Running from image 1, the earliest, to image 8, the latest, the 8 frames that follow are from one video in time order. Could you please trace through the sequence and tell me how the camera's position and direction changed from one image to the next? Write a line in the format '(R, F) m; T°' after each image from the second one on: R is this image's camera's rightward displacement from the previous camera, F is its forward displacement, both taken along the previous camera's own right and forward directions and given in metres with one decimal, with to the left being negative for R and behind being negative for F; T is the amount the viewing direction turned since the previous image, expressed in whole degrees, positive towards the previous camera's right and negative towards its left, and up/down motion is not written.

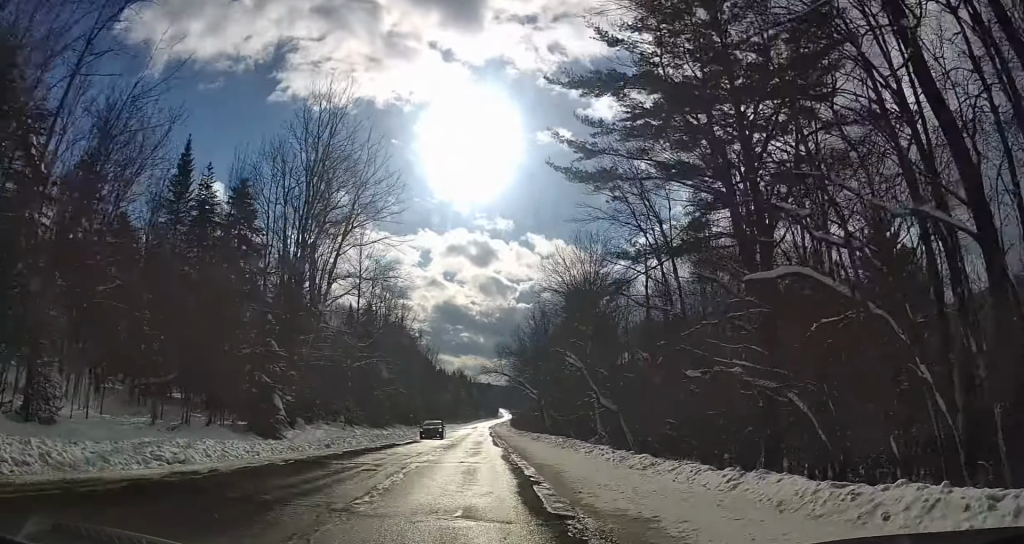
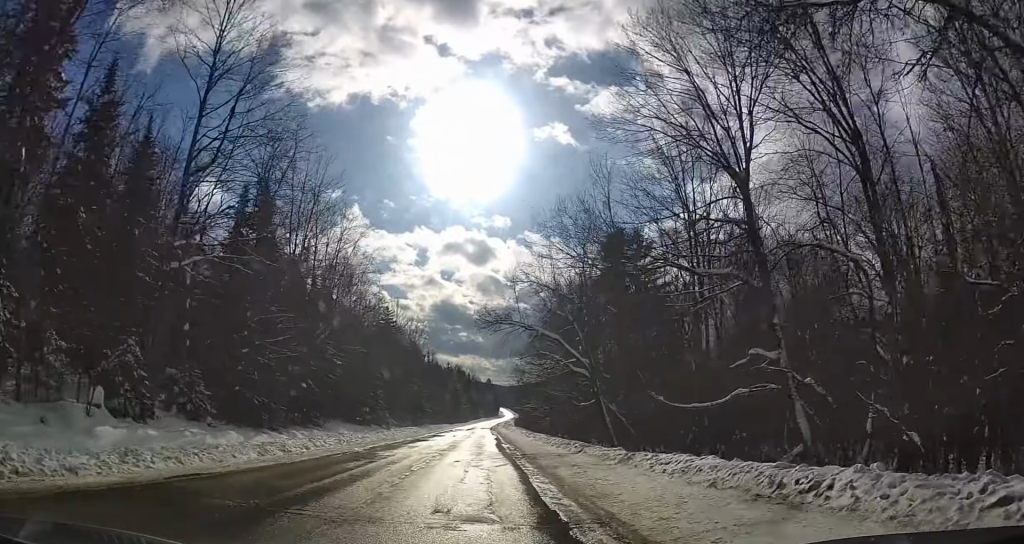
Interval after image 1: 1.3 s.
(0.0, +33.6) m; 0°
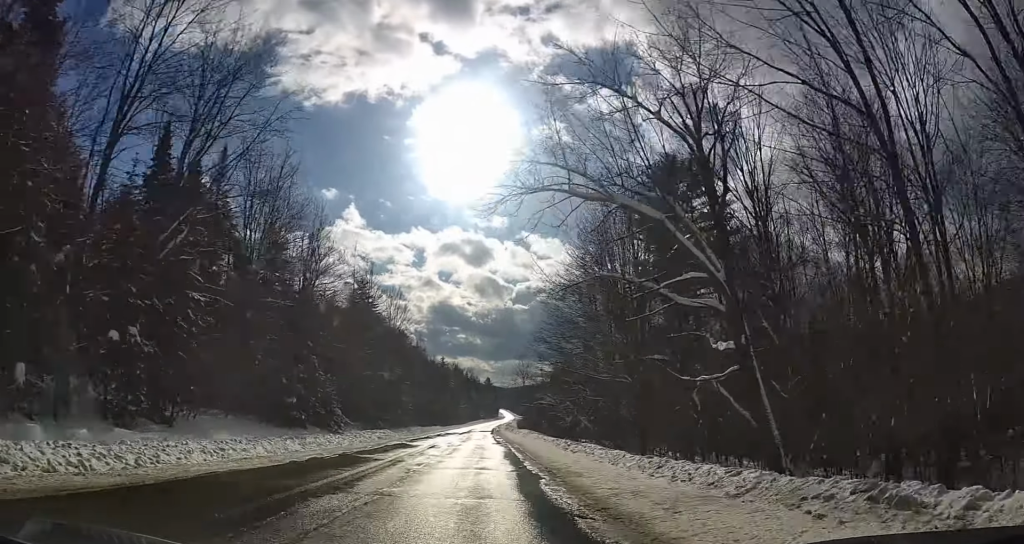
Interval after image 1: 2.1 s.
(0.0, +21.0) m; 0°
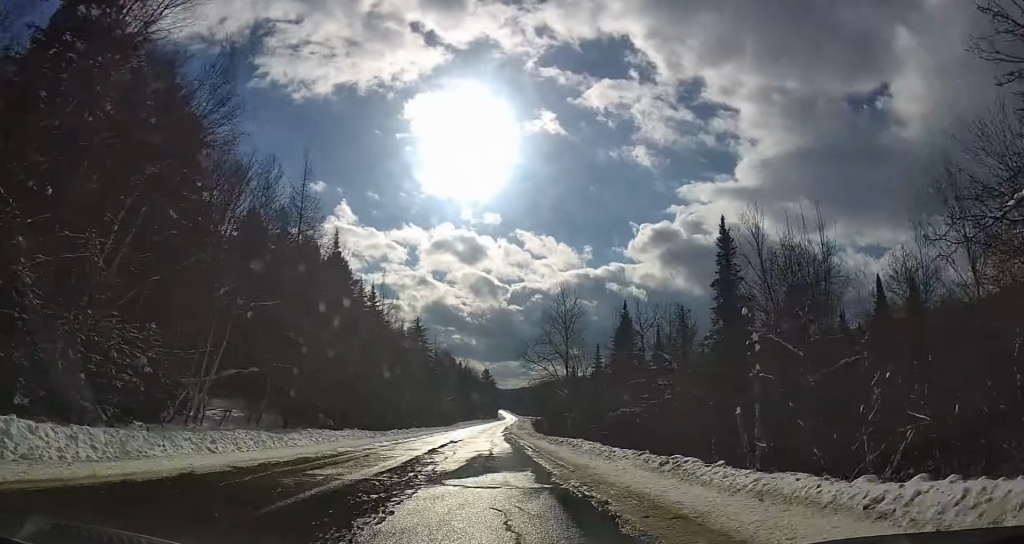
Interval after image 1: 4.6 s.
(+0.5, +65.9) m; +1°
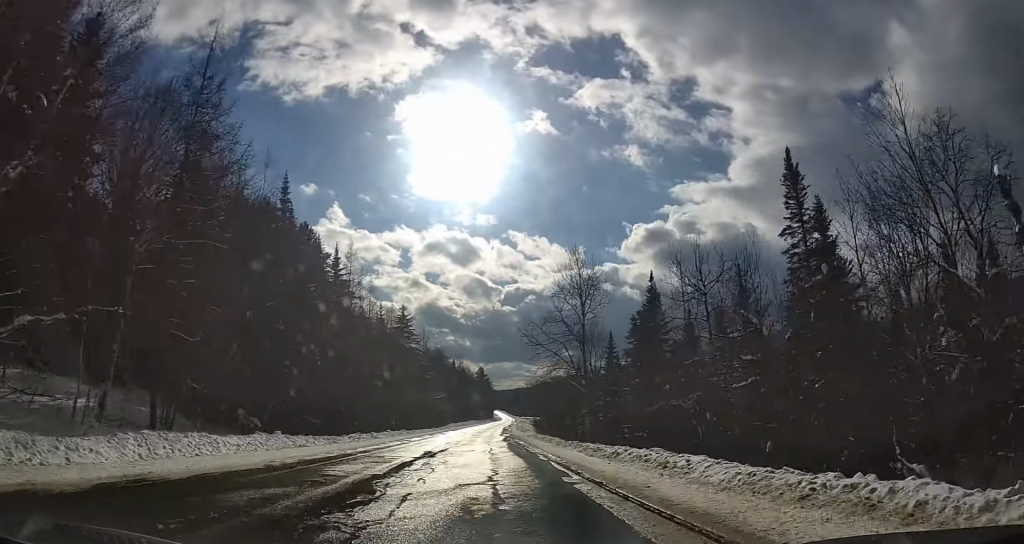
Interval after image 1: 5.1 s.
(0.0, +13.2) m; 0°
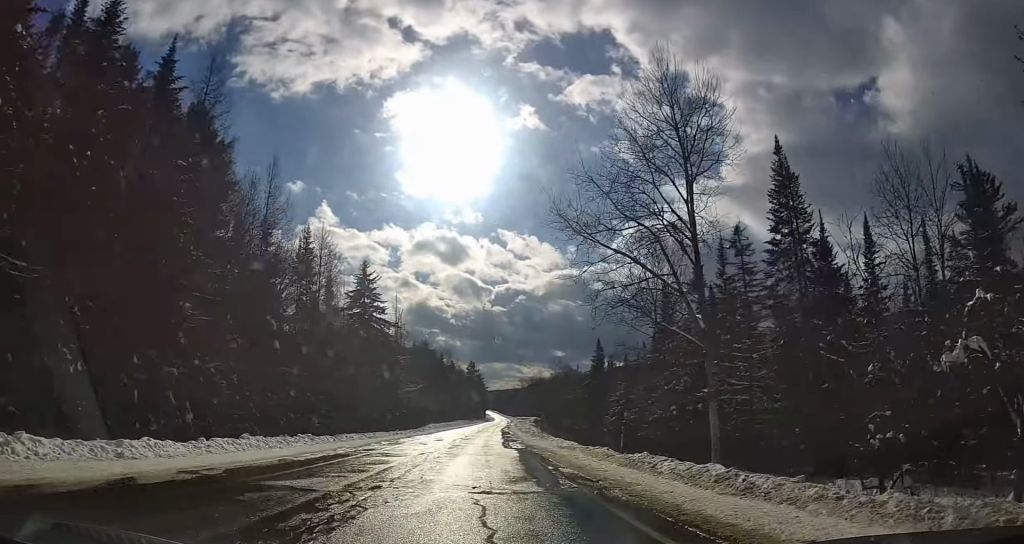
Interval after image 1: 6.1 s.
(0.0, +27.3) m; 0°
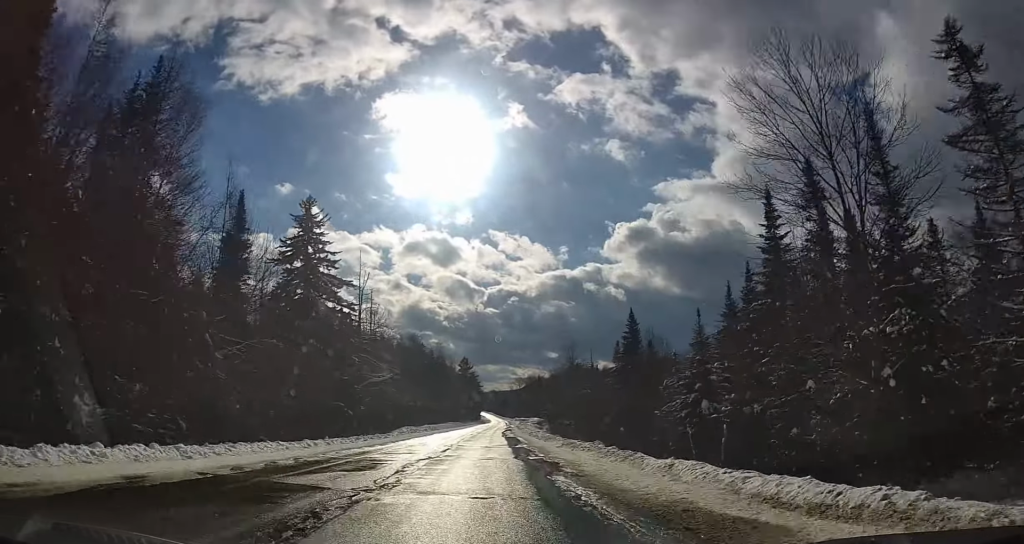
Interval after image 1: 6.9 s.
(0.0, +22.1) m; 0°
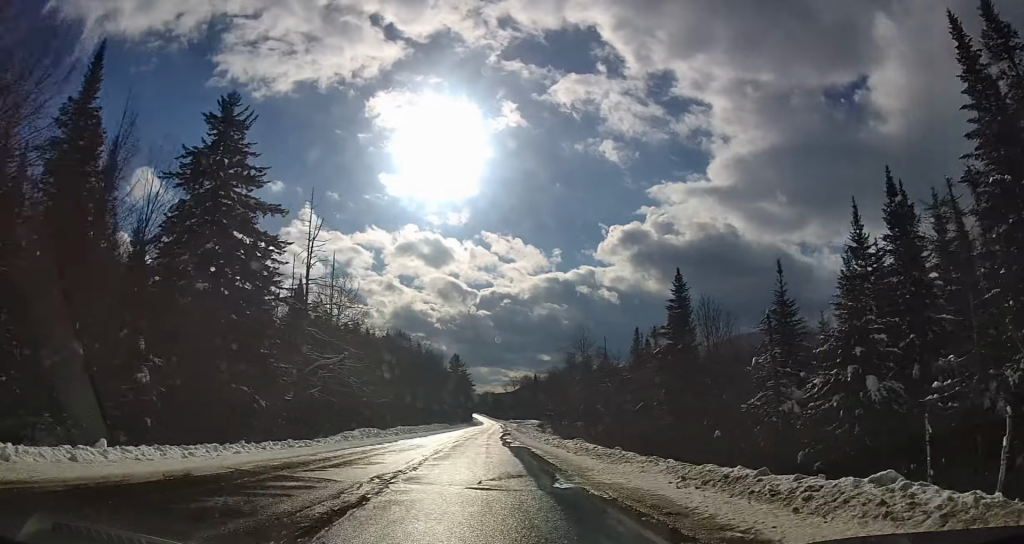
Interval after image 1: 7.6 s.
(+0.1, +17.7) m; 0°
